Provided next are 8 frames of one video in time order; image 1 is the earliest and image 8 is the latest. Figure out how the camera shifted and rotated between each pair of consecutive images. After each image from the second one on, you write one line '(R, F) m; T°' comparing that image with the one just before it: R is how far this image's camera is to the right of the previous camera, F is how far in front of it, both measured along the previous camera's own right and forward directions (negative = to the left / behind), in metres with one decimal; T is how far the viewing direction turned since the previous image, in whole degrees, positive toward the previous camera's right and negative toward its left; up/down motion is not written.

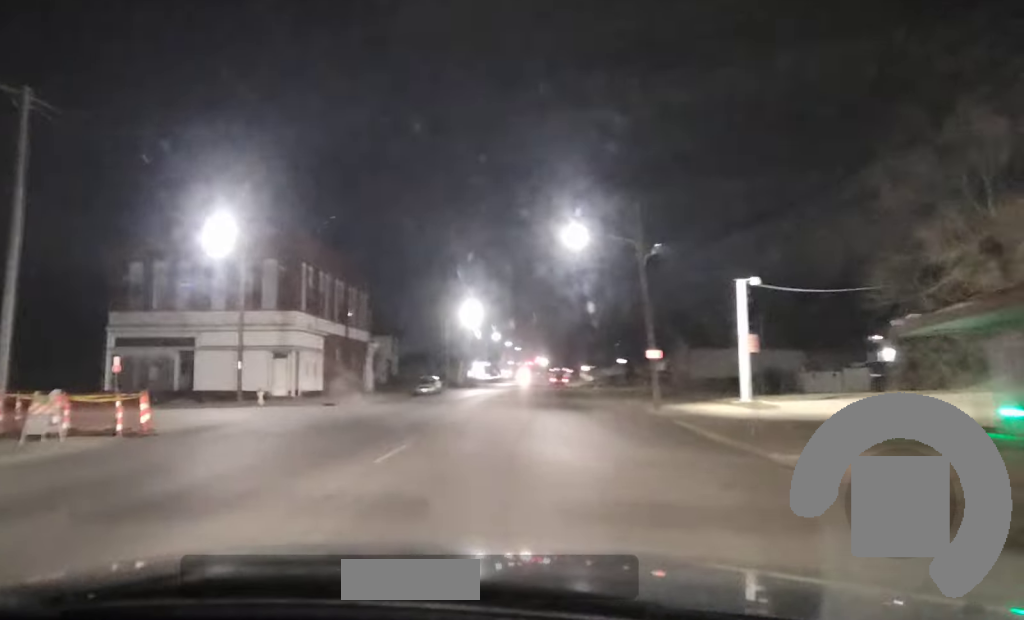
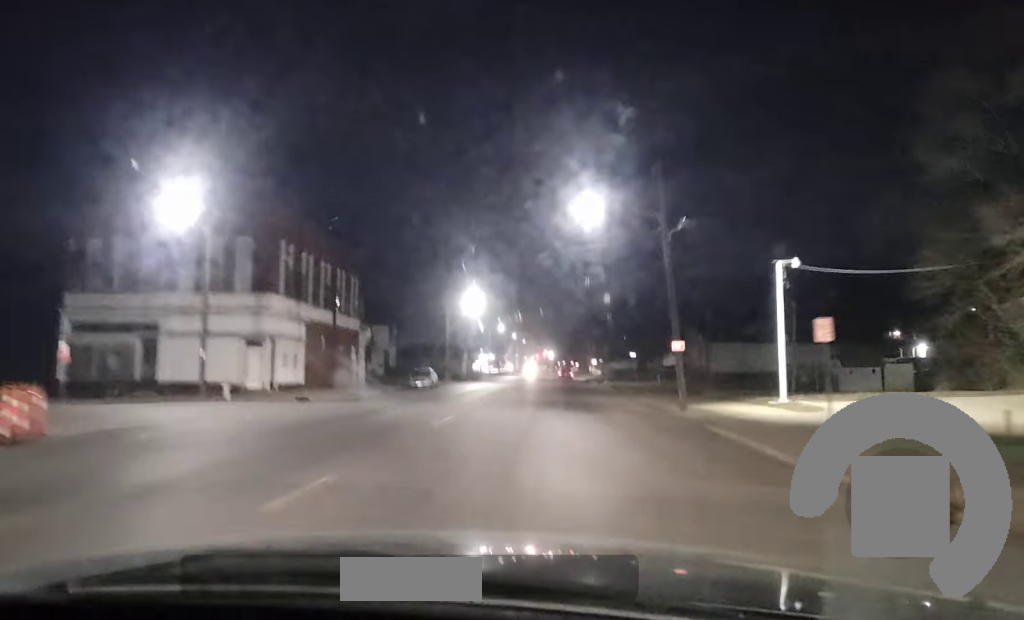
(-0.1, +5.4) m; 0°
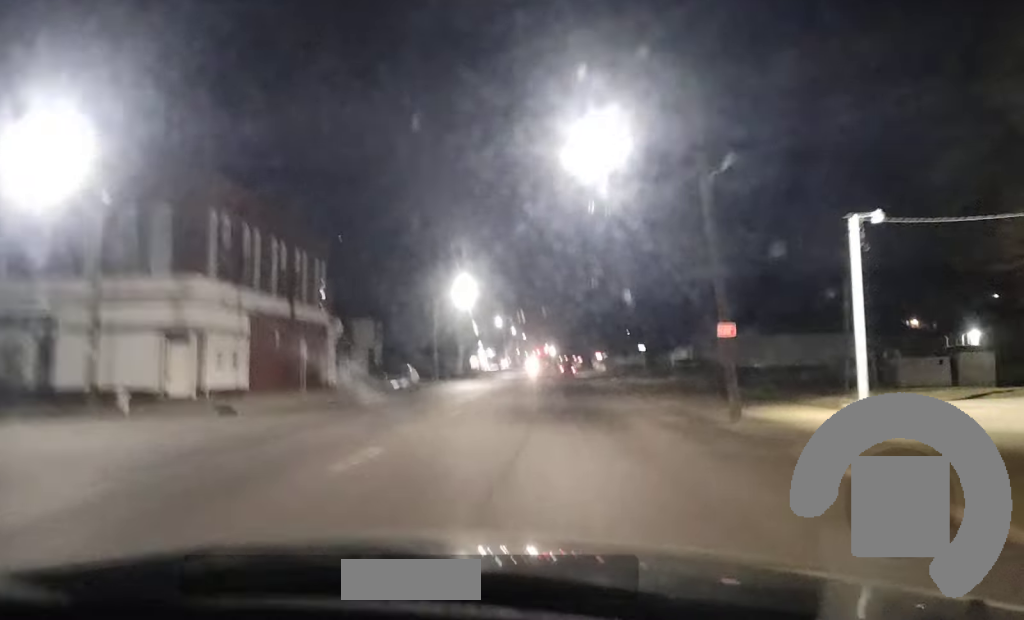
(0.0, +9.6) m; -1°
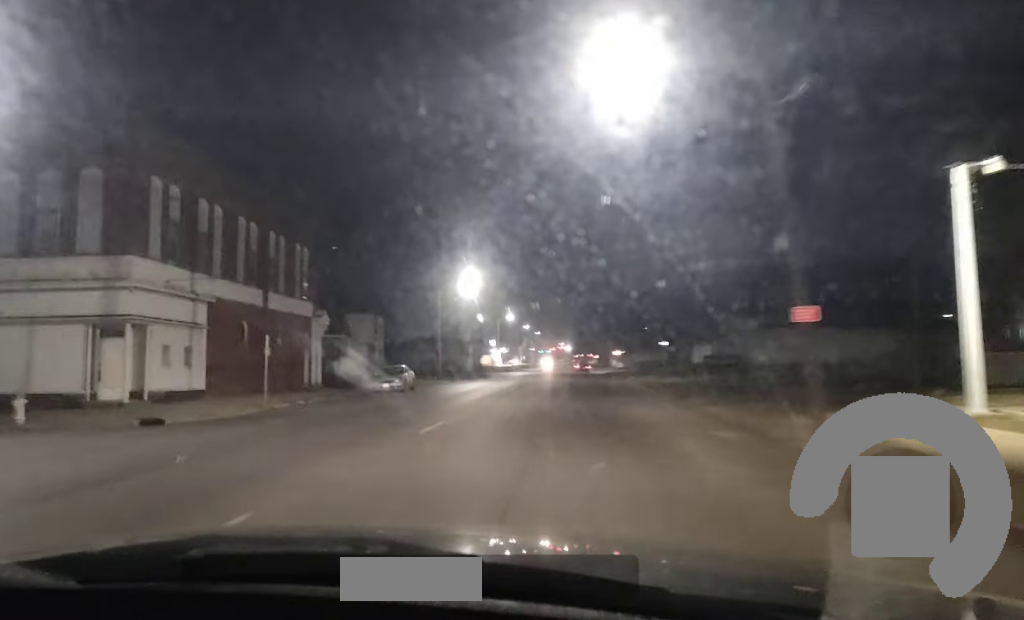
(0.0, +6.2) m; 0°
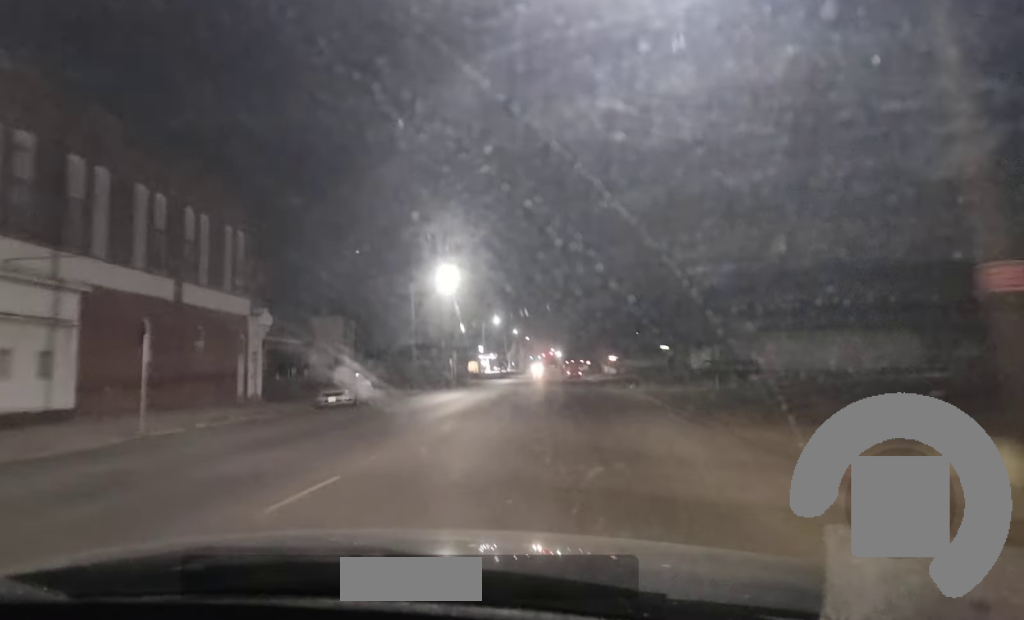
(-0.1, +8.4) m; 0°
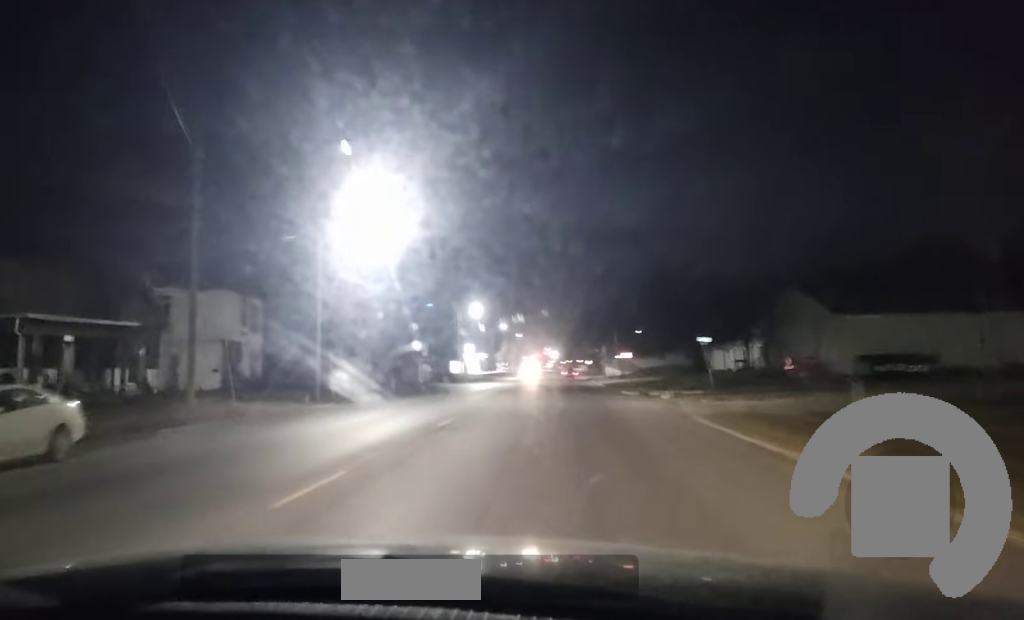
(+0.3, +23.9) m; +1°
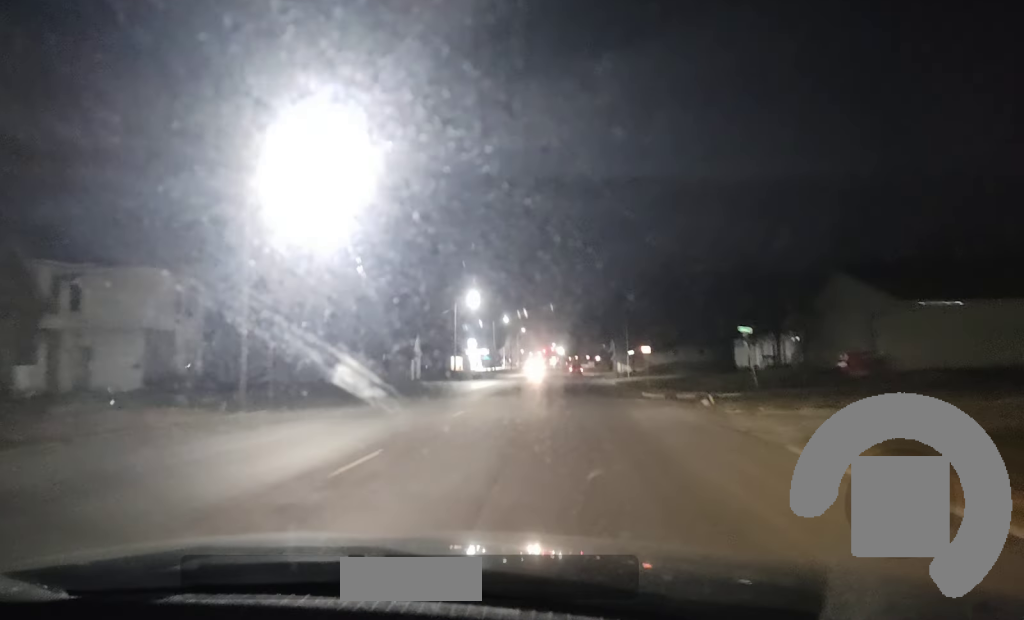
(+0.1, +10.1) m; -1°
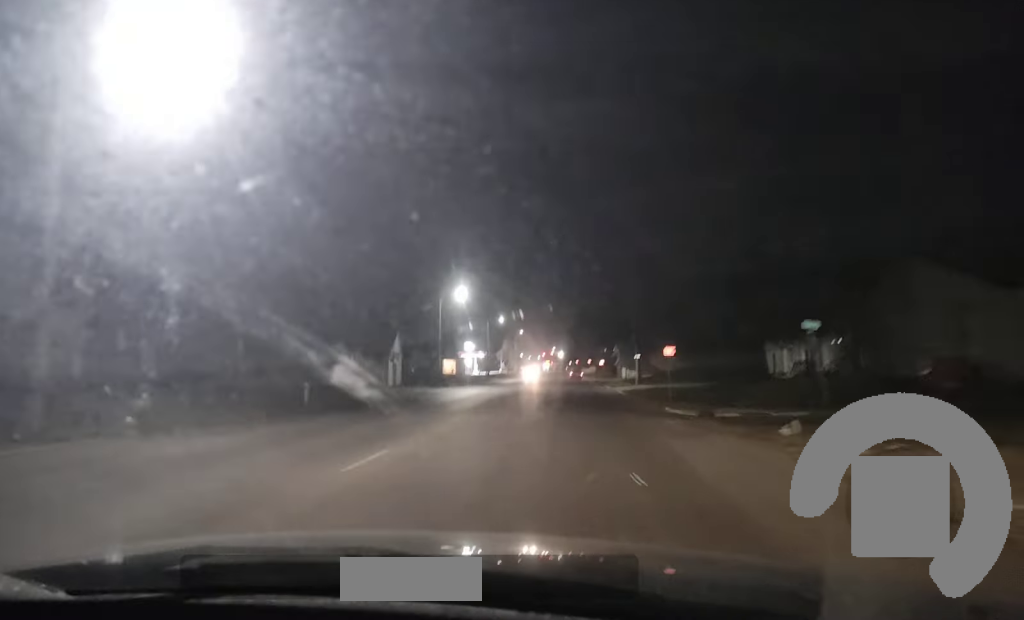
(-0.3, +11.6) m; -3°
